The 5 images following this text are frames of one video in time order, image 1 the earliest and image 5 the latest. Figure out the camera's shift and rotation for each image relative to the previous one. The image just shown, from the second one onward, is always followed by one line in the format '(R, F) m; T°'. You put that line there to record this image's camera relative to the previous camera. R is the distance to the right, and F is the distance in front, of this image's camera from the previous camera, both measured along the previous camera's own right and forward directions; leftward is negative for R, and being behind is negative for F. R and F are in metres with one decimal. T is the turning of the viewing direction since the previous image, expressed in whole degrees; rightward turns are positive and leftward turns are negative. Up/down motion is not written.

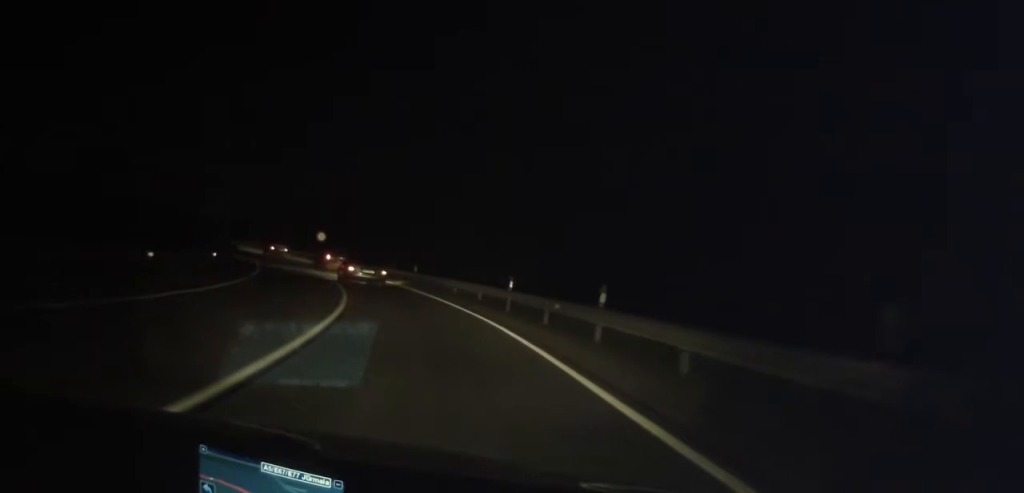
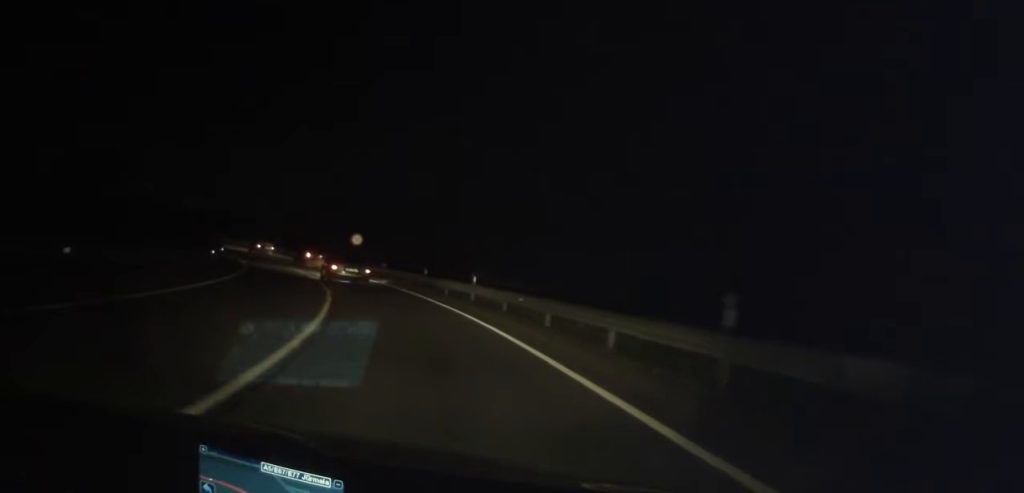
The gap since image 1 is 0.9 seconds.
(-0.2, +13.4) m; -3°
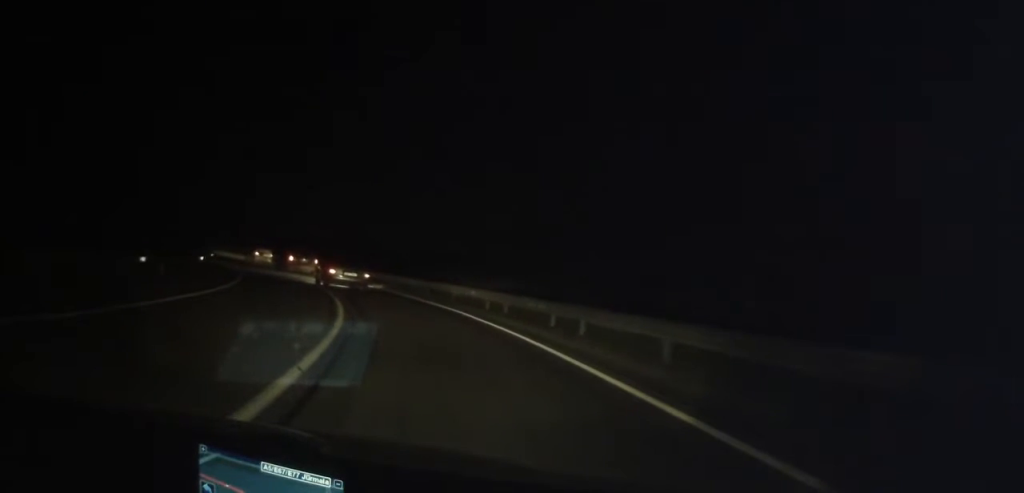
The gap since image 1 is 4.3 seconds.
(-9.6, +47.0) m; -25°
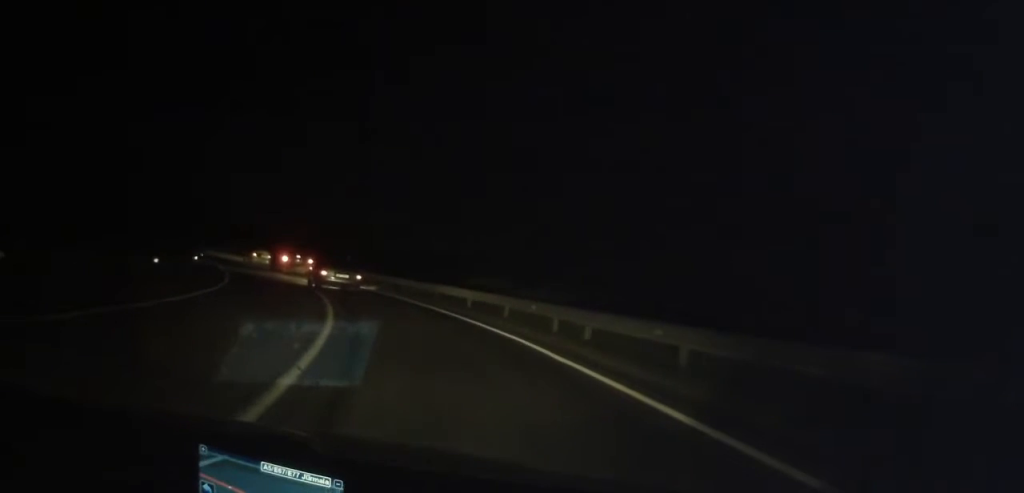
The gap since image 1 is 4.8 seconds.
(-0.1, +6.5) m; -4°
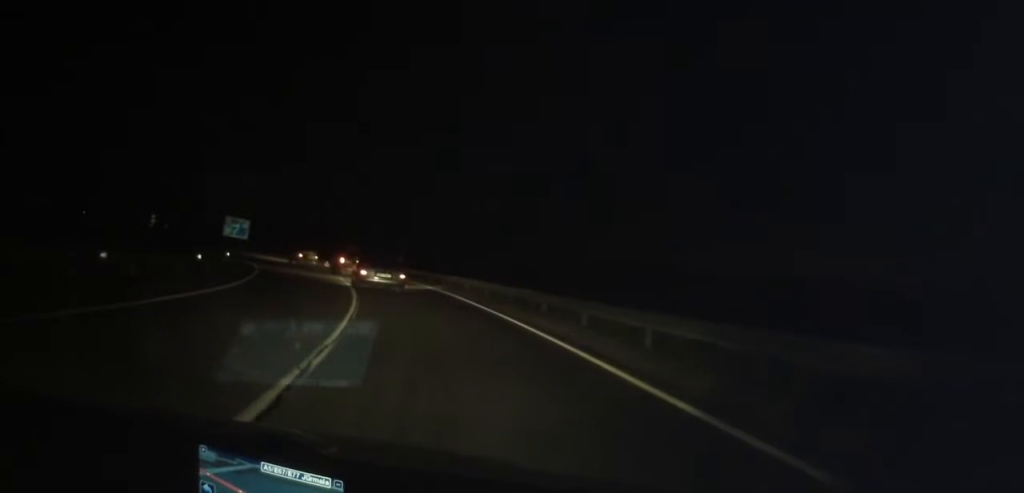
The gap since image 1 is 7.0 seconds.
(-4.8, +29.4) m; -20°
